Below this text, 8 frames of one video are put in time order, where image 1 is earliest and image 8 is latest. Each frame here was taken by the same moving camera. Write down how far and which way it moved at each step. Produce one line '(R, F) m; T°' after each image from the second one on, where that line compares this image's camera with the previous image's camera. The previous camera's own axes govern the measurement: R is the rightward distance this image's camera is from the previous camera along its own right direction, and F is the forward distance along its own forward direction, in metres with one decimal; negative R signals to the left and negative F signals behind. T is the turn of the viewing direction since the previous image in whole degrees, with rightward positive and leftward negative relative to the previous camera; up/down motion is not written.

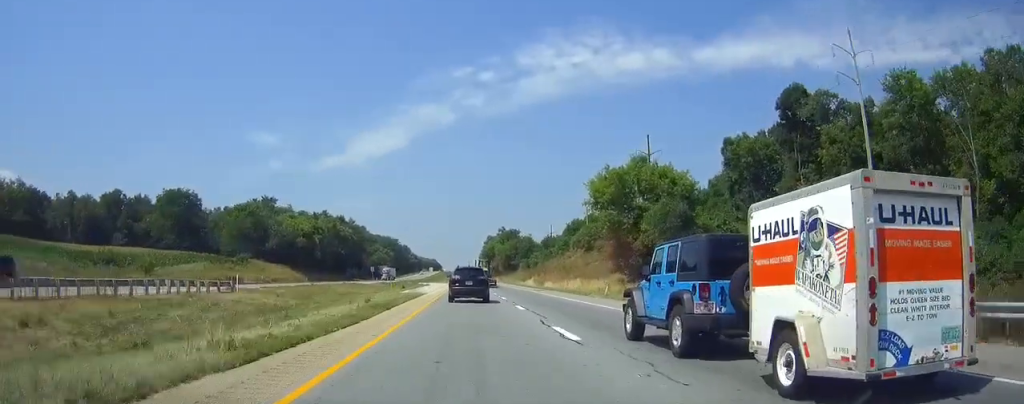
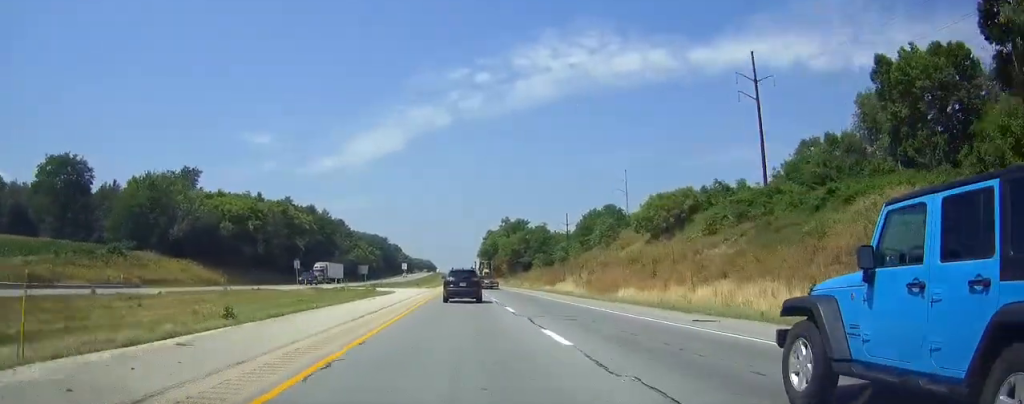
(+0.4, +49.4) m; +1°
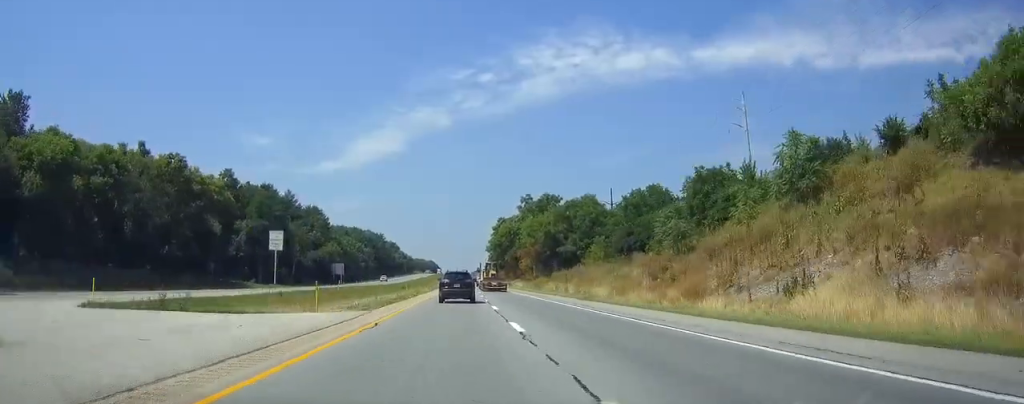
(+0.2, +57.9) m; 0°
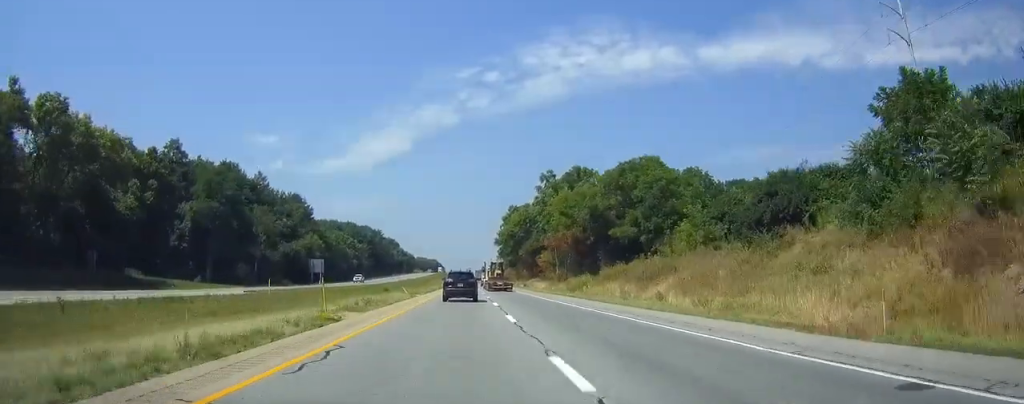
(-0.1, +32.4) m; 0°
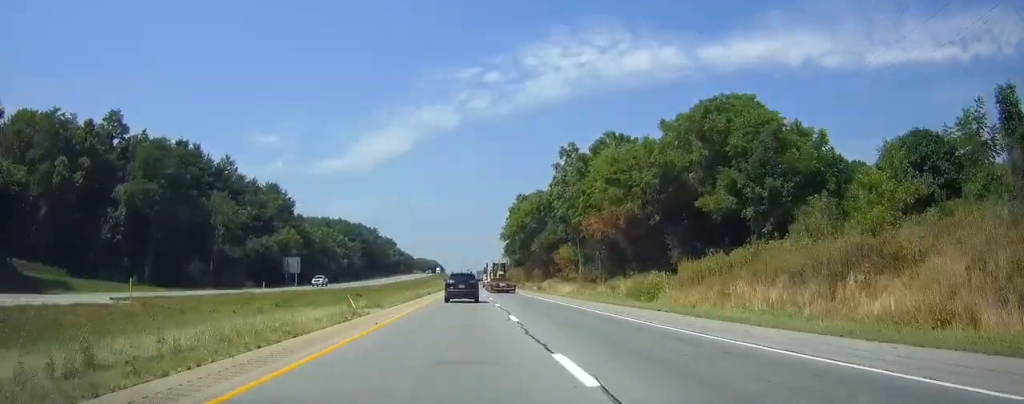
(-0.1, +24.0) m; 0°
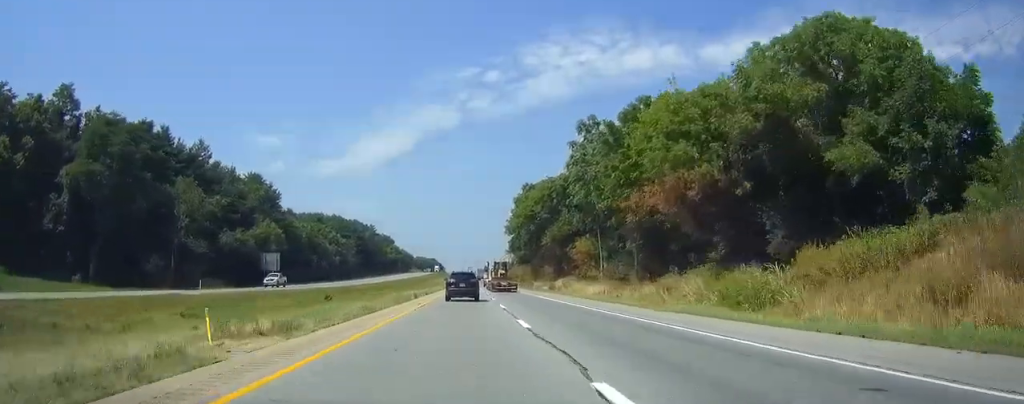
(0.0, +15.3) m; 0°
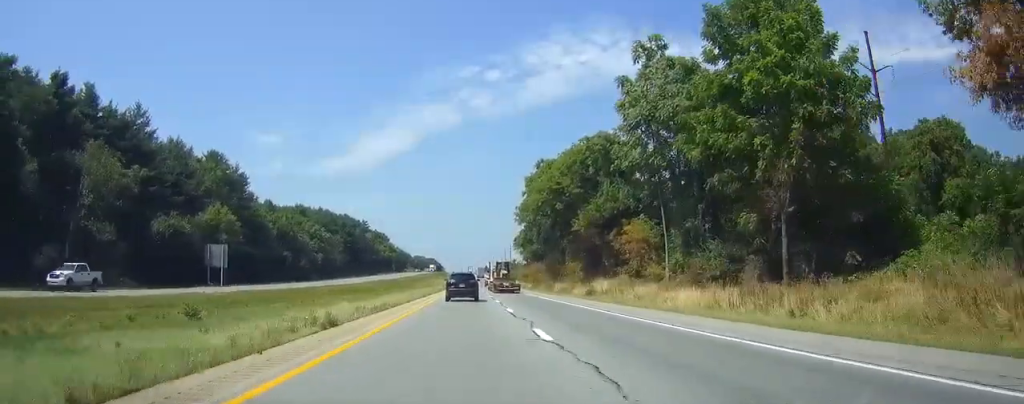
(-0.2, +27.6) m; 0°
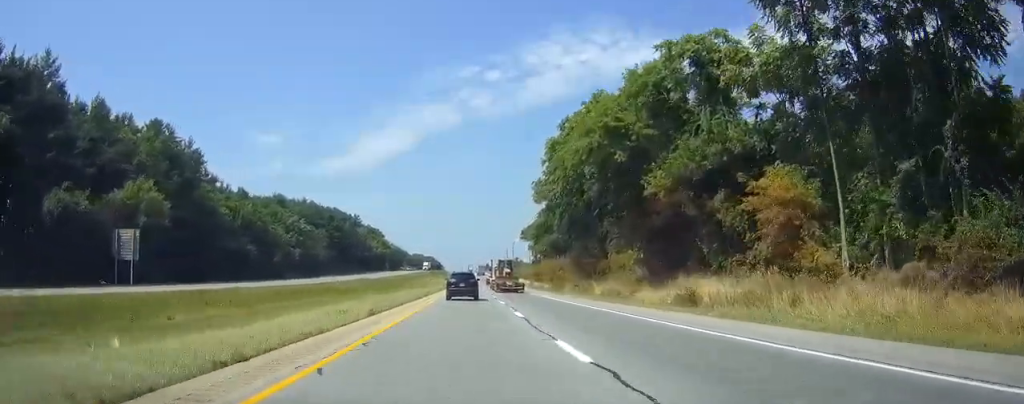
(0.0, +27.7) m; 0°
